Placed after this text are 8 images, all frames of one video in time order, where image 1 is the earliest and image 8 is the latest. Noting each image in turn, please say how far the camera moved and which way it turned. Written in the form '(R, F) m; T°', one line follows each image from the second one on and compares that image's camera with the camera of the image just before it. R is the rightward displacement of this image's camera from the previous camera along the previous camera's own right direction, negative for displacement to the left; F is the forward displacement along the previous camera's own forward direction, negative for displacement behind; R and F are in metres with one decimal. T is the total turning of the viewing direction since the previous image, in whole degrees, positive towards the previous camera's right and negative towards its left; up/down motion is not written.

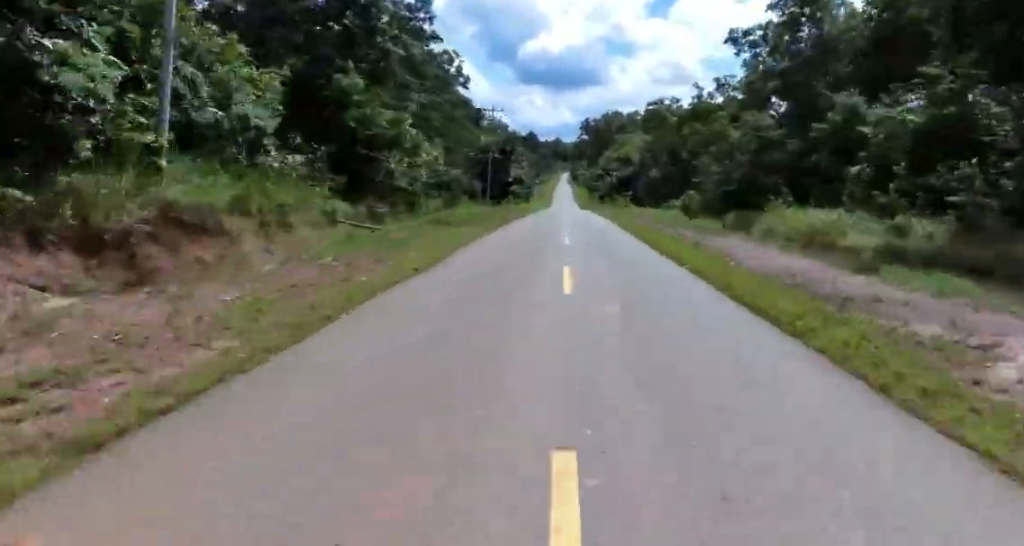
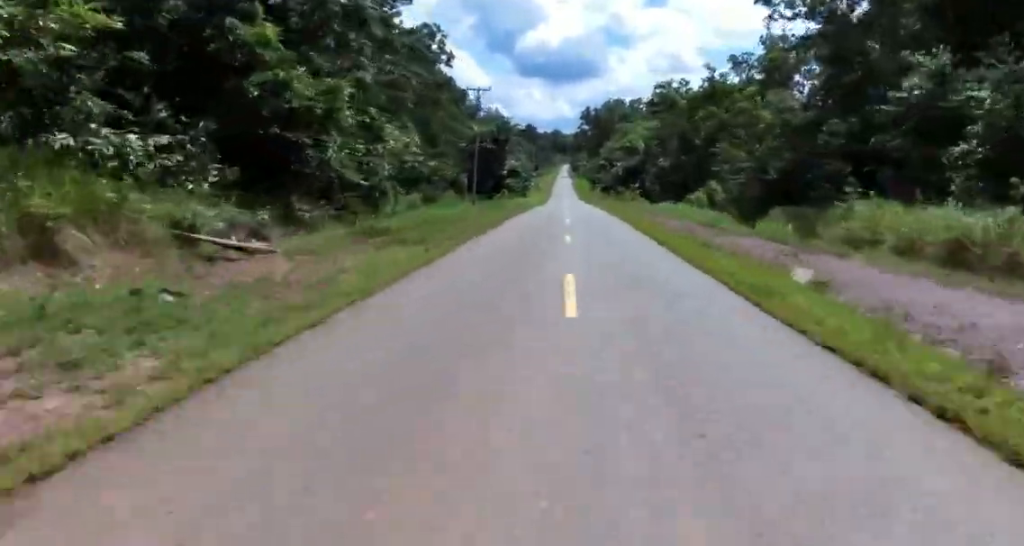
(-0.6, +10.8) m; -1°
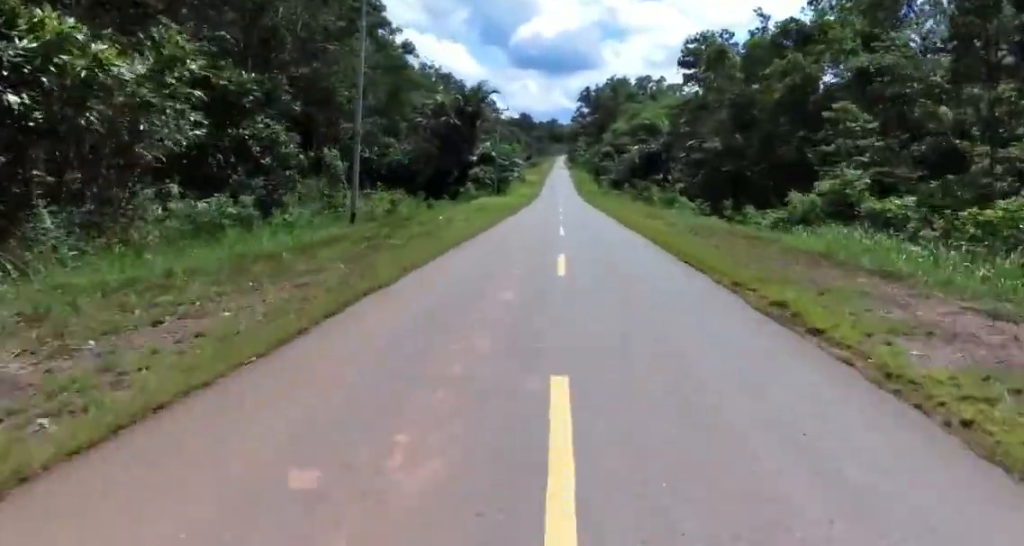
(-0.3, +32.0) m; +1°
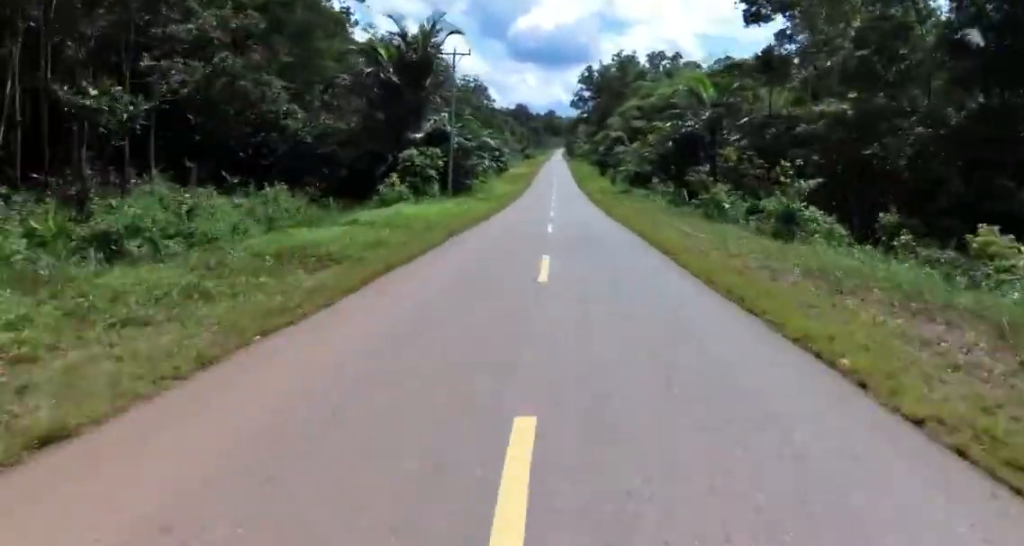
(+0.6, +27.2) m; +2°
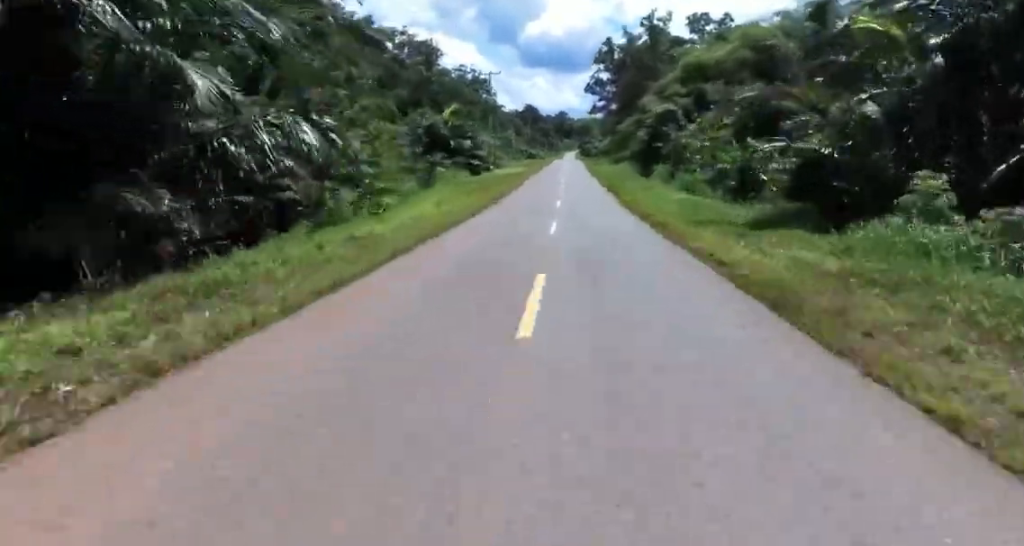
(+0.3, +36.5) m; 0°
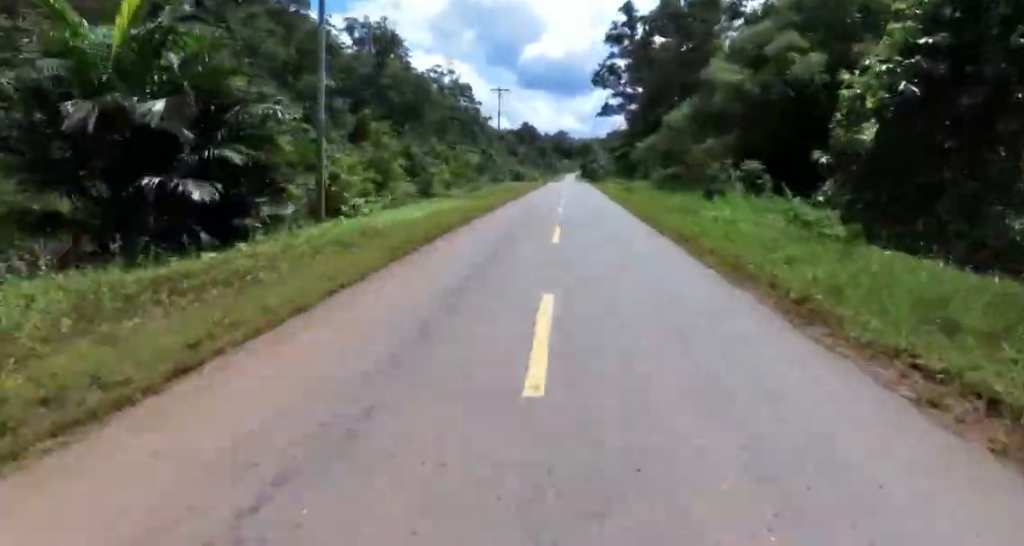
(0.0, +43.0) m; -1°
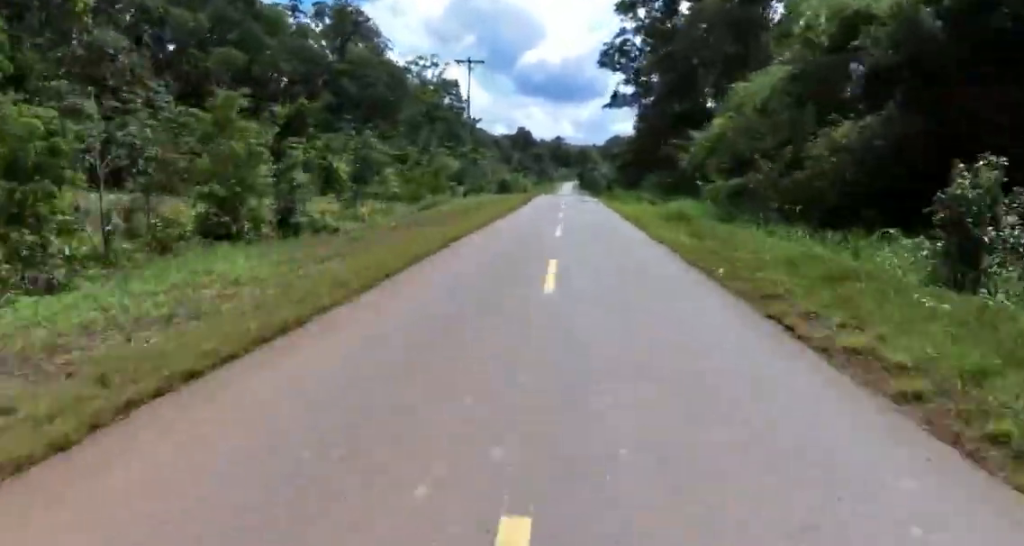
(-0.2, +21.5) m; -2°
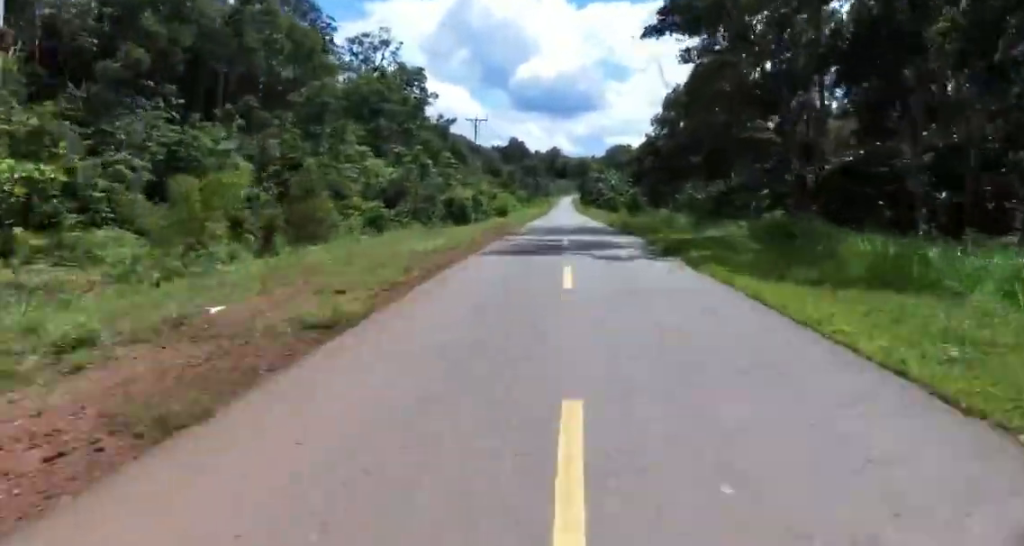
(-0.7, +40.5) m; +1°
